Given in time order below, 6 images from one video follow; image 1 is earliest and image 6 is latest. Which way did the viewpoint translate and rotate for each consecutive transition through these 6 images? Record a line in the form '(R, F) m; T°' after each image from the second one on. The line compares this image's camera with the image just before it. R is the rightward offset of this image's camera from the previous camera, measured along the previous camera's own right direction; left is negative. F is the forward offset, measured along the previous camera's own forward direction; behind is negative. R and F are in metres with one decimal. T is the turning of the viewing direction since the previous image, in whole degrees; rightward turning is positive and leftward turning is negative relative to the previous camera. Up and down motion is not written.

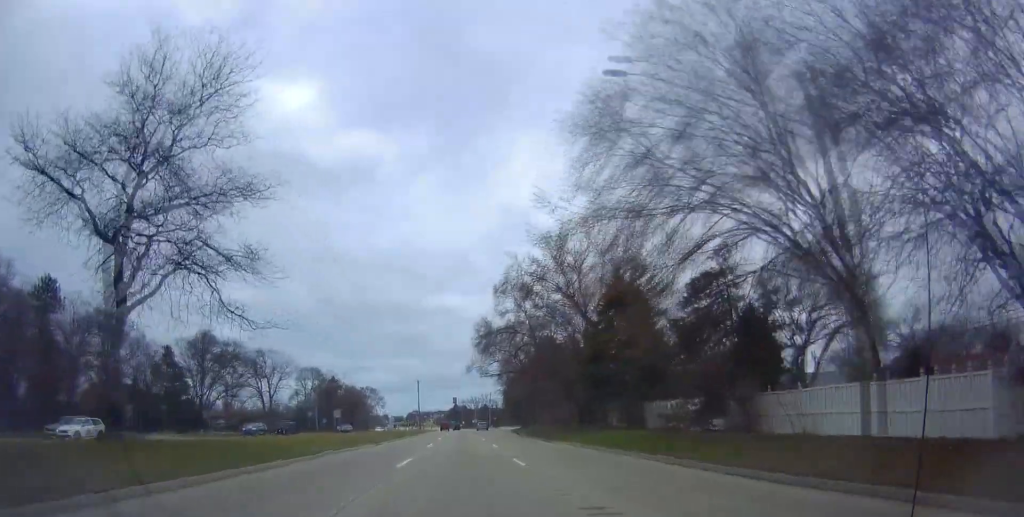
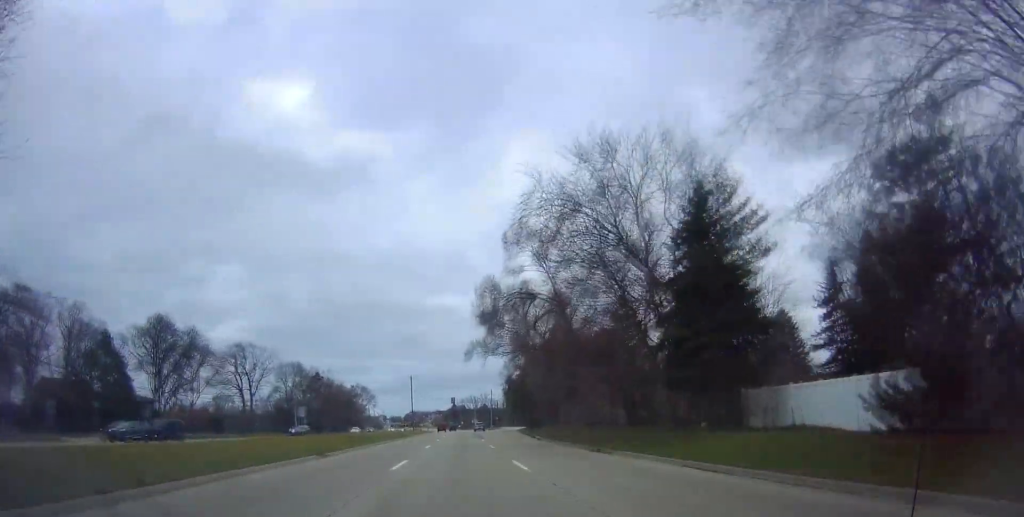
(-0.1, +15.3) m; 0°
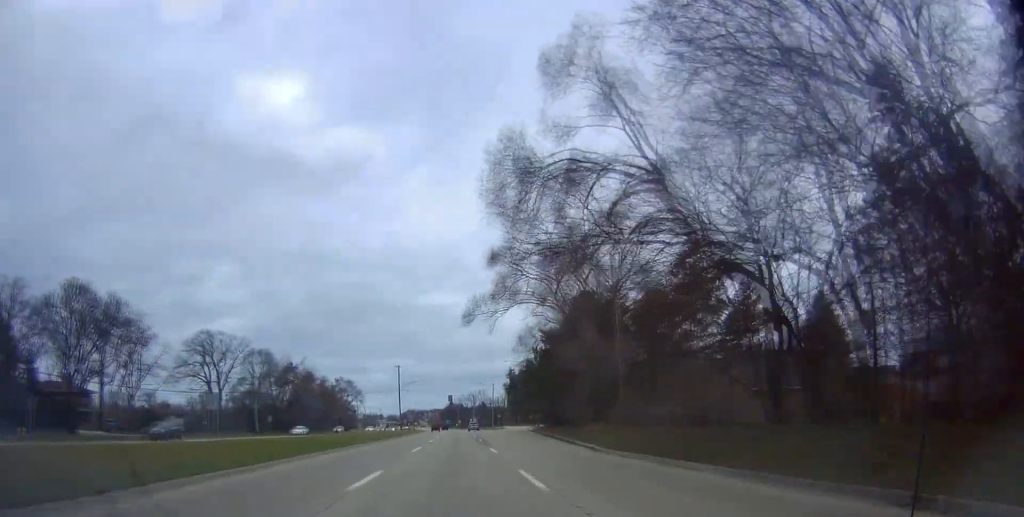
(+0.2, +20.3) m; -1°
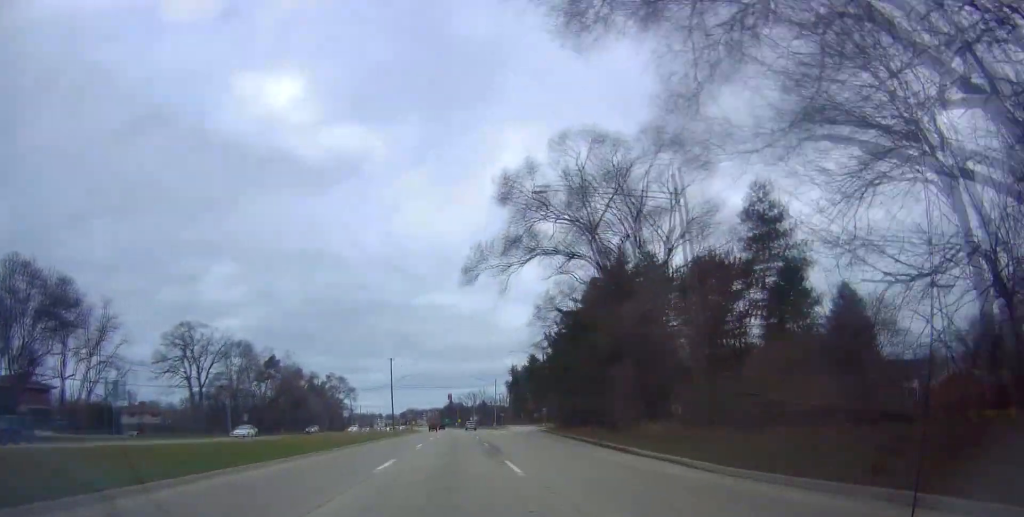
(-0.4, +11.1) m; 0°
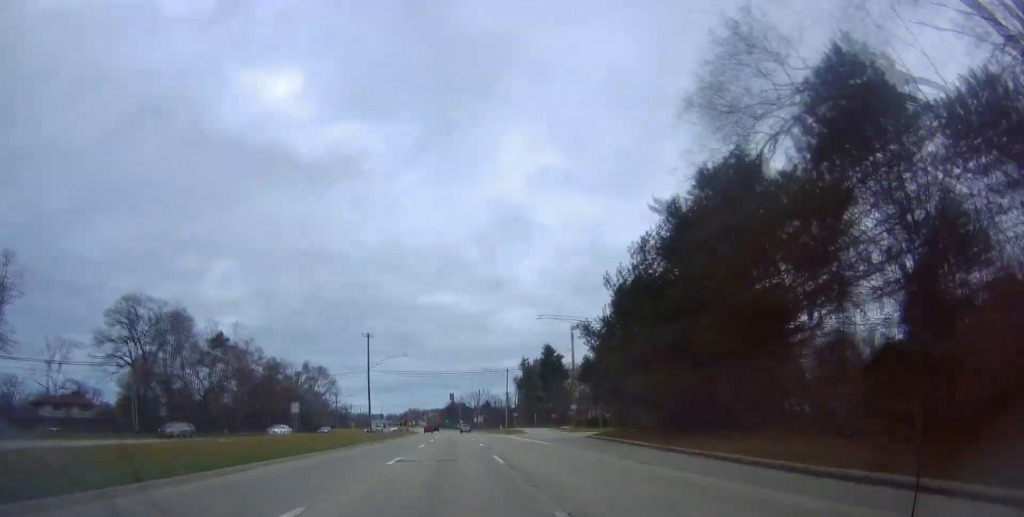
(+0.5, +26.0) m; +1°
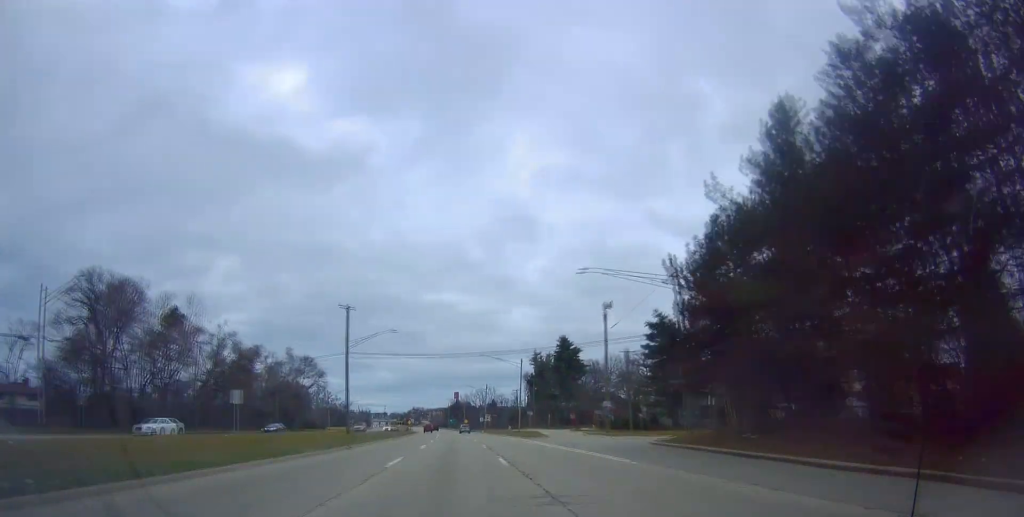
(-0.2, +16.2) m; 0°
